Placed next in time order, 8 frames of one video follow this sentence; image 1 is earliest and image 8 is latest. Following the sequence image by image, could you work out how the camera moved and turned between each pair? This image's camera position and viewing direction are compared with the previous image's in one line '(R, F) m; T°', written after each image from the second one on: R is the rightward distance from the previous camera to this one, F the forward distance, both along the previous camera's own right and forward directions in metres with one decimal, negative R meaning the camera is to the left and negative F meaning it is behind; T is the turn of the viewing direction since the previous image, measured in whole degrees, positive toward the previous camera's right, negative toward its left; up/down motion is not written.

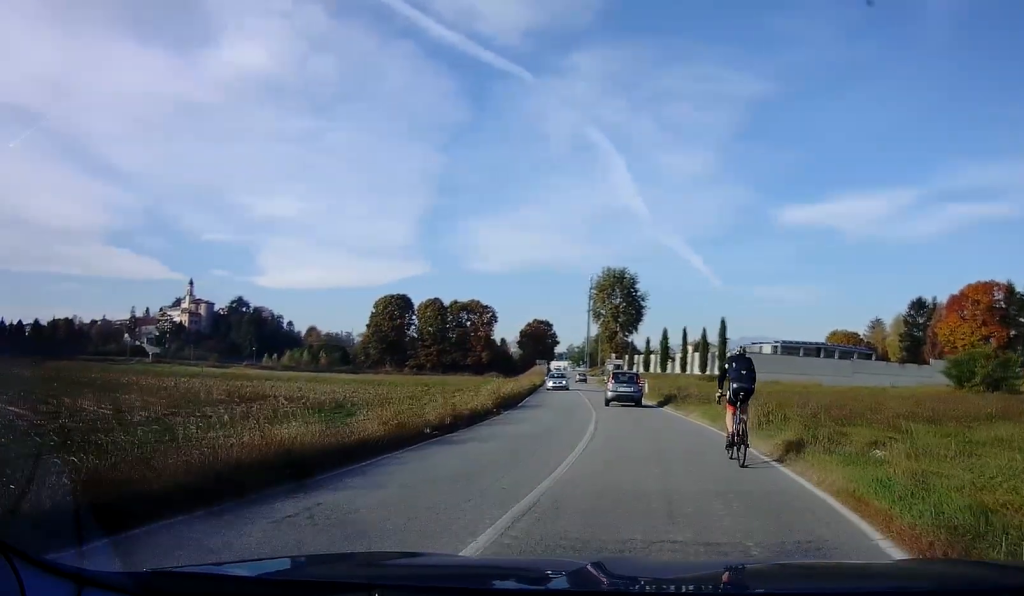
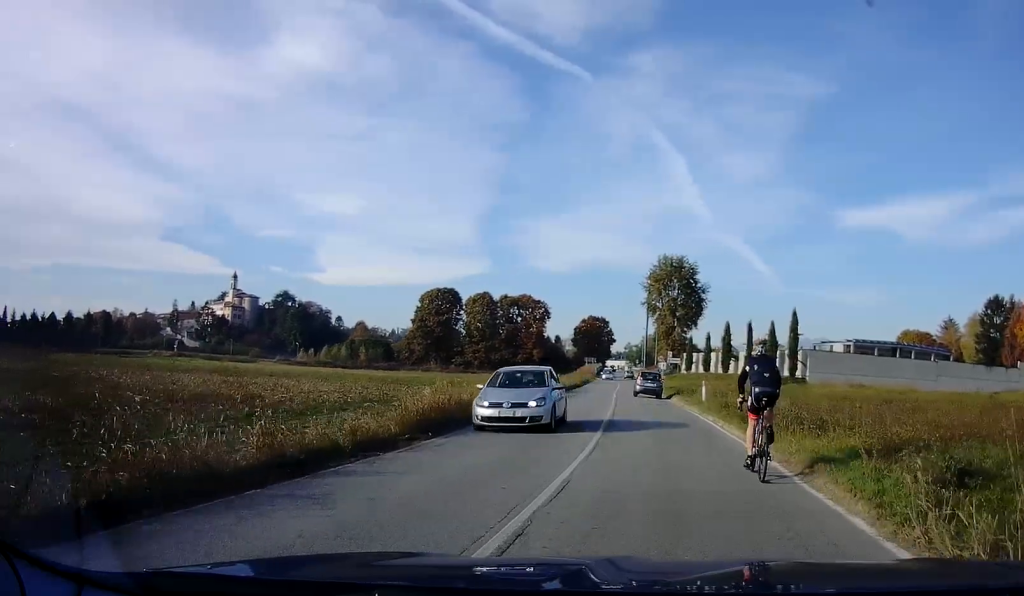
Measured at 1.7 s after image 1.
(-0.5, +12.2) m; -4°
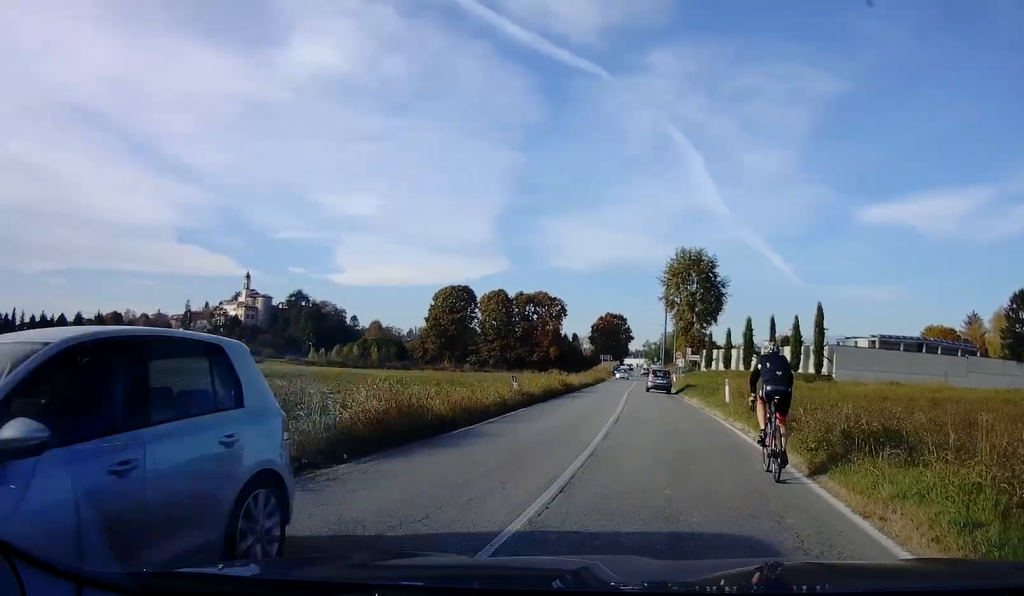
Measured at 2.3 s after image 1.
(-0.1, +4.3) m; -1°
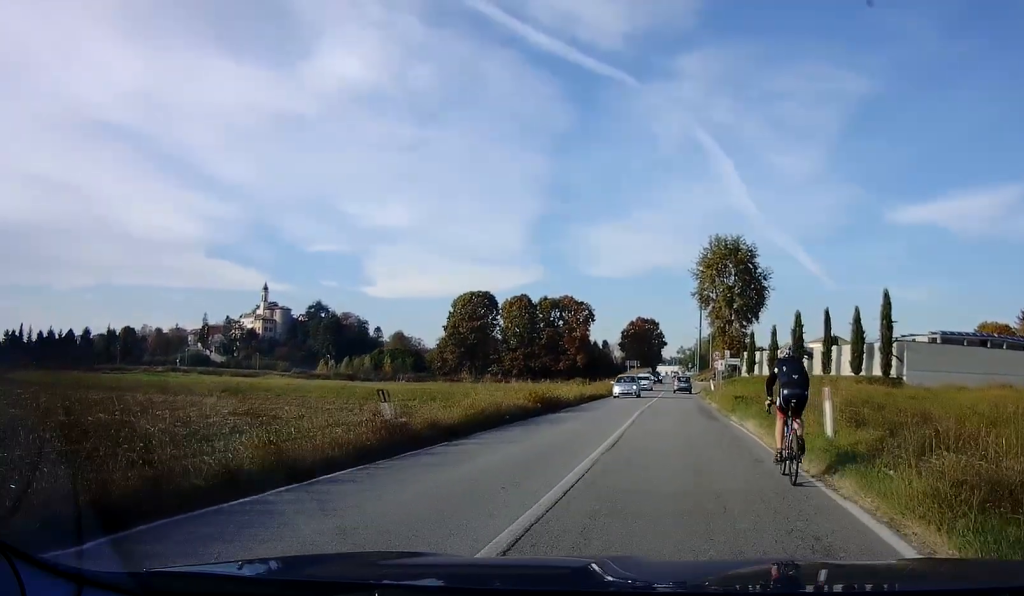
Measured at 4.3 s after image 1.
(0.0, +14.8) m; -1°
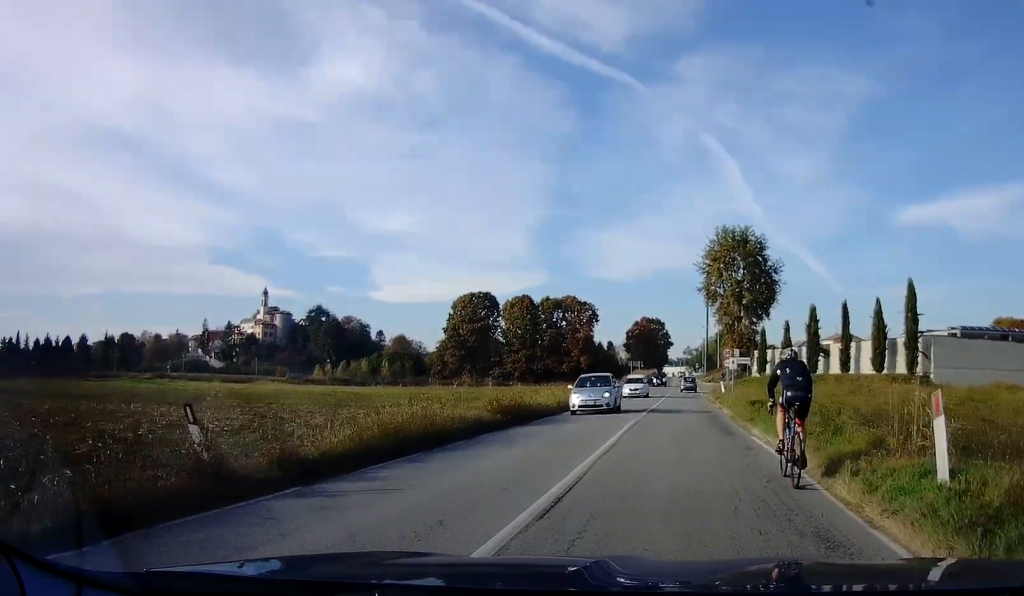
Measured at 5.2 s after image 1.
(0.0, +6.1) m; 0°
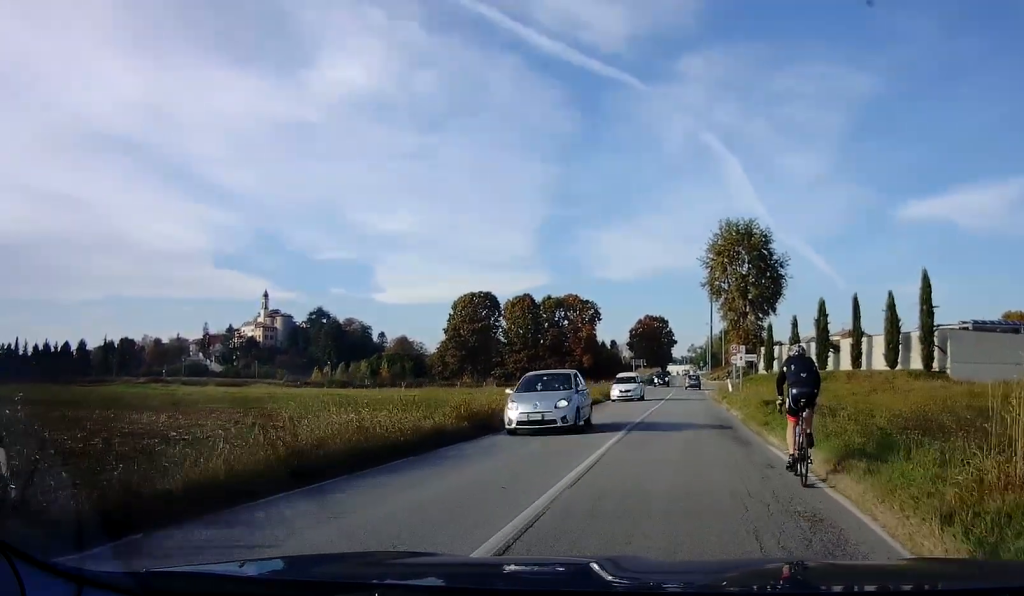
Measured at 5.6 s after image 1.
(0.0, +3.0) m; 0°
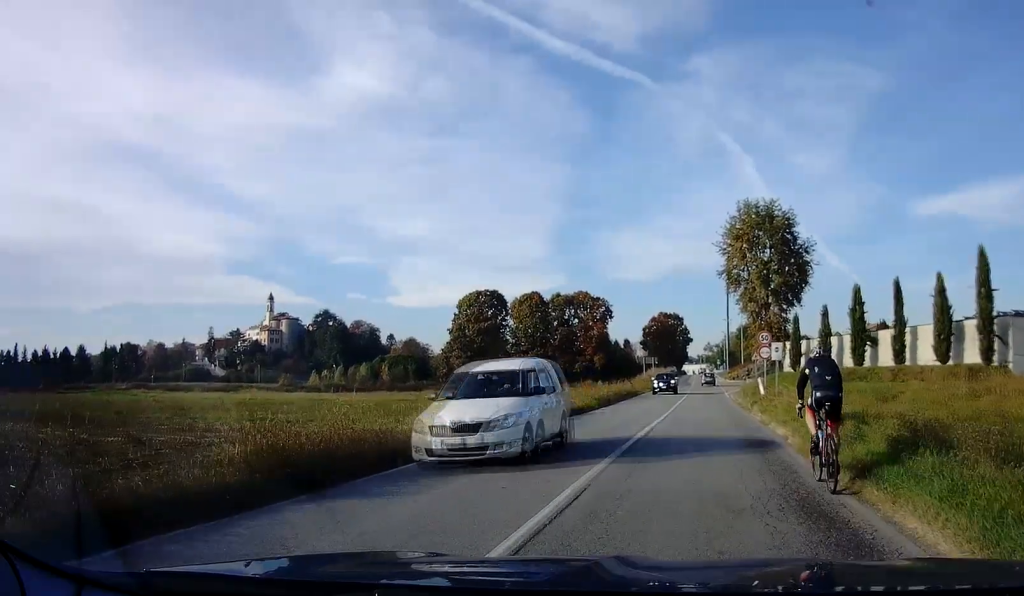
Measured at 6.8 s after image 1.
(-0.1, +9.7) m; -2°
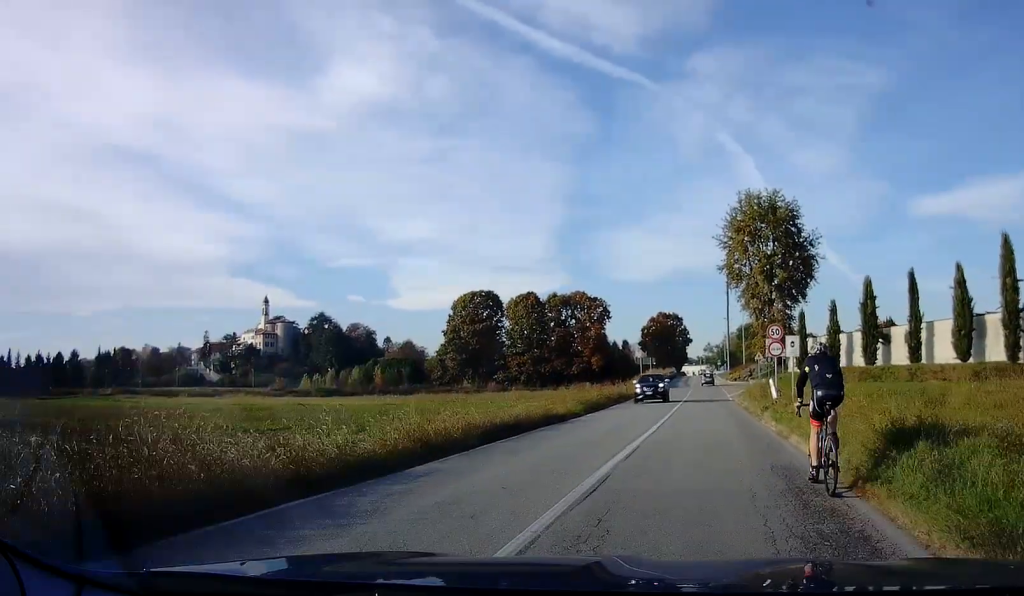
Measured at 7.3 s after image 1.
(0.0, +4.4) m; -1°
